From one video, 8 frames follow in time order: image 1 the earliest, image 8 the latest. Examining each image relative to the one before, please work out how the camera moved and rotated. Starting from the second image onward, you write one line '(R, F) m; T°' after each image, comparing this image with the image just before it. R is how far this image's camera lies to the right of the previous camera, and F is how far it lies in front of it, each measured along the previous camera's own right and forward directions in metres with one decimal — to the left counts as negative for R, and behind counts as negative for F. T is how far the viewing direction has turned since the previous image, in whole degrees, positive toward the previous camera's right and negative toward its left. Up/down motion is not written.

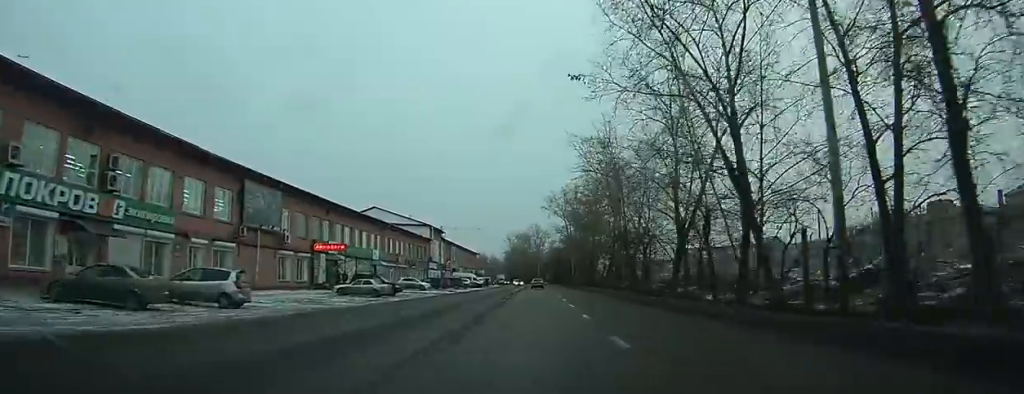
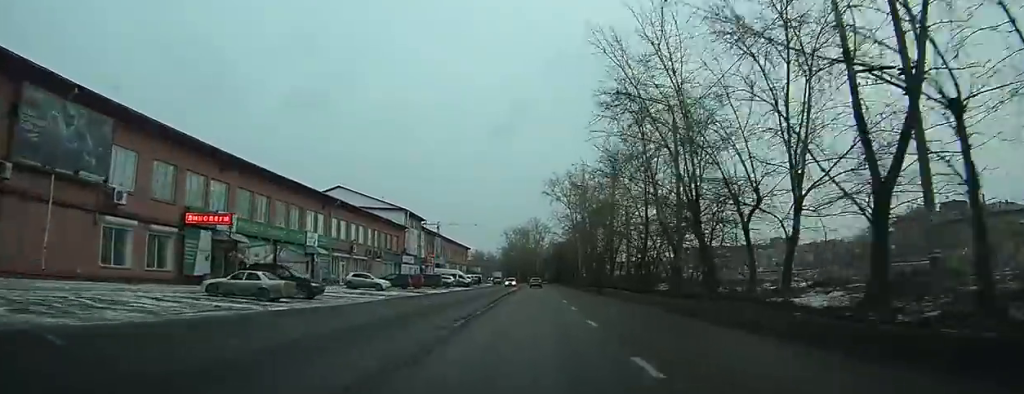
(0.0, +19.4) m; 0°
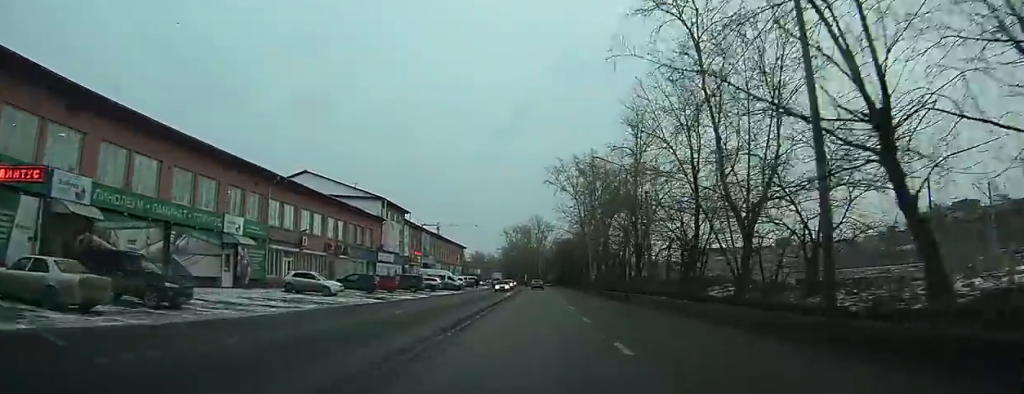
(0.0, +13.7) m; 0°
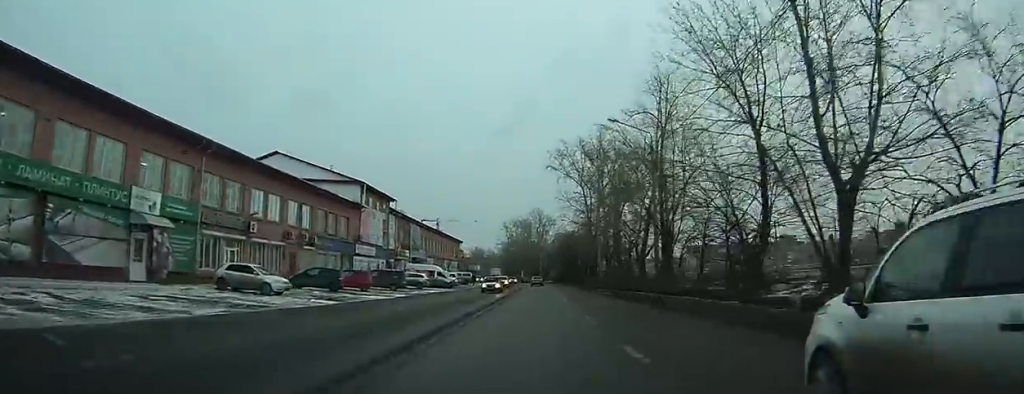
(0.0, +9.1) m; 0°
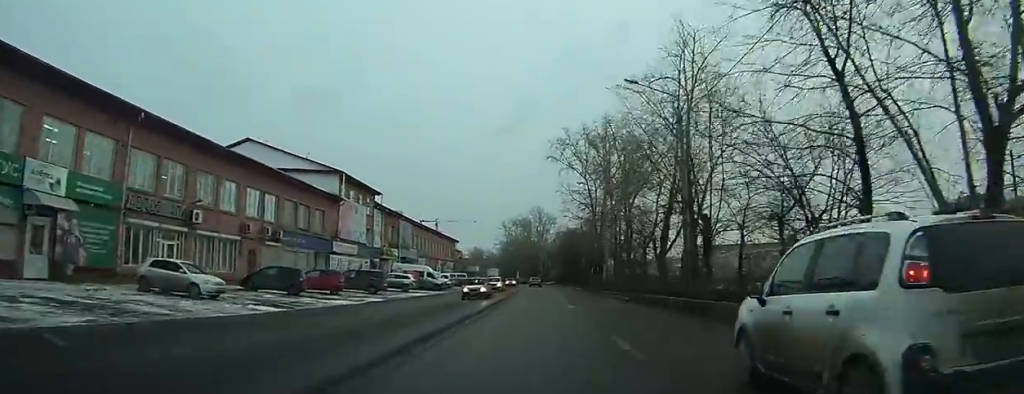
(0.0, +6.8) m; 0°
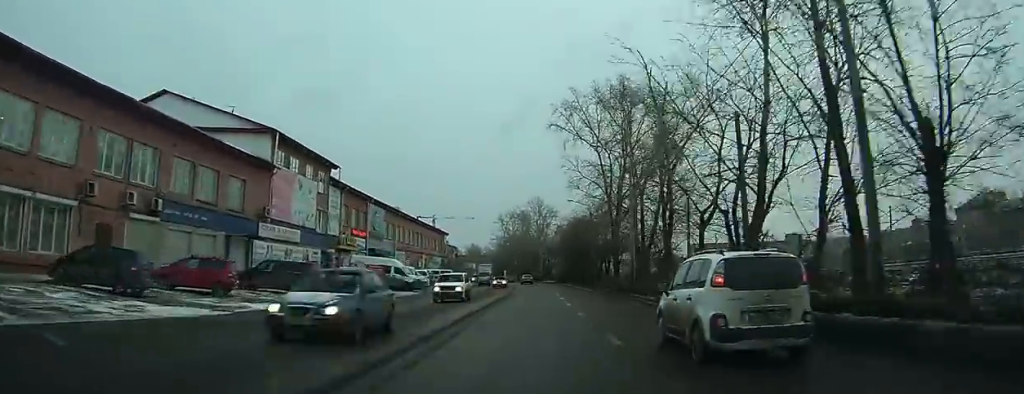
(0.0, +14.8) m; 0°
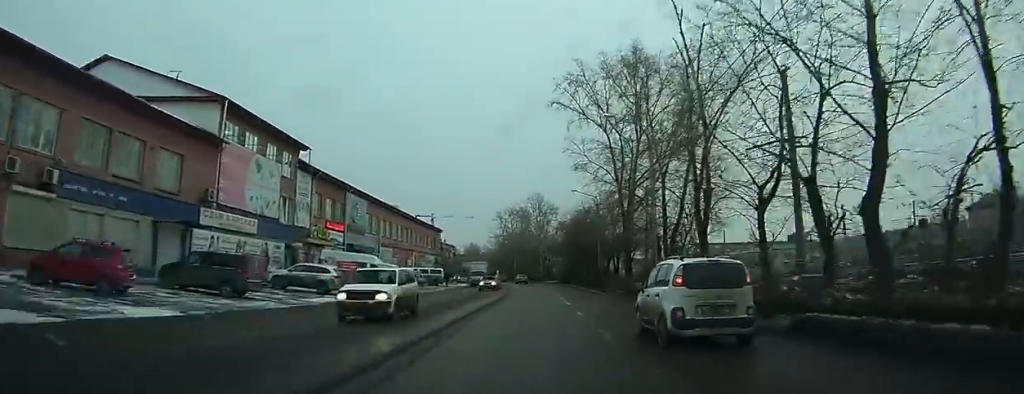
(0.0, +7.5) m; 0°
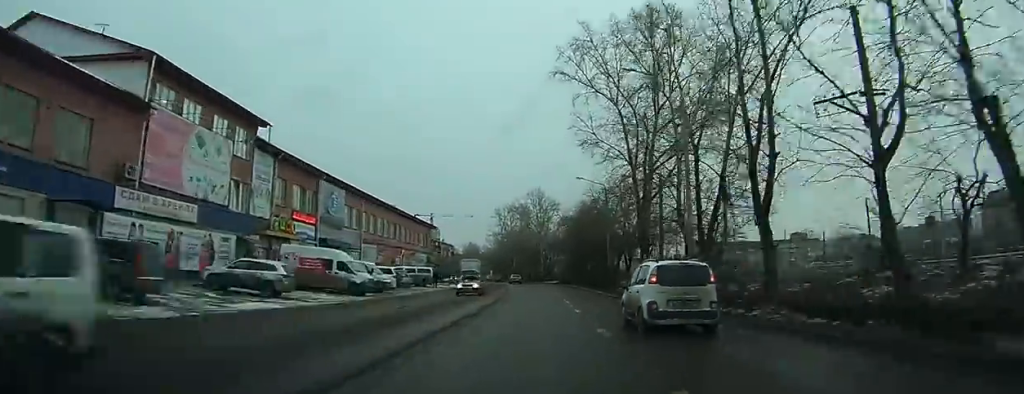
(0.0, +7.4) m; 0°
